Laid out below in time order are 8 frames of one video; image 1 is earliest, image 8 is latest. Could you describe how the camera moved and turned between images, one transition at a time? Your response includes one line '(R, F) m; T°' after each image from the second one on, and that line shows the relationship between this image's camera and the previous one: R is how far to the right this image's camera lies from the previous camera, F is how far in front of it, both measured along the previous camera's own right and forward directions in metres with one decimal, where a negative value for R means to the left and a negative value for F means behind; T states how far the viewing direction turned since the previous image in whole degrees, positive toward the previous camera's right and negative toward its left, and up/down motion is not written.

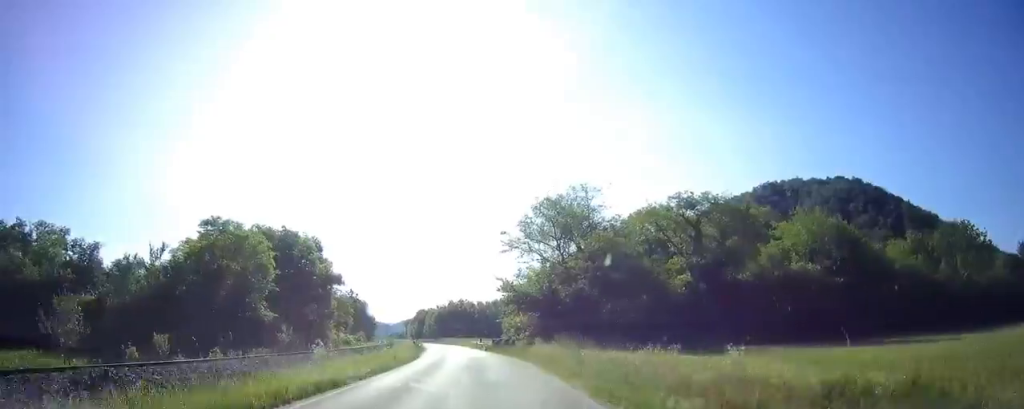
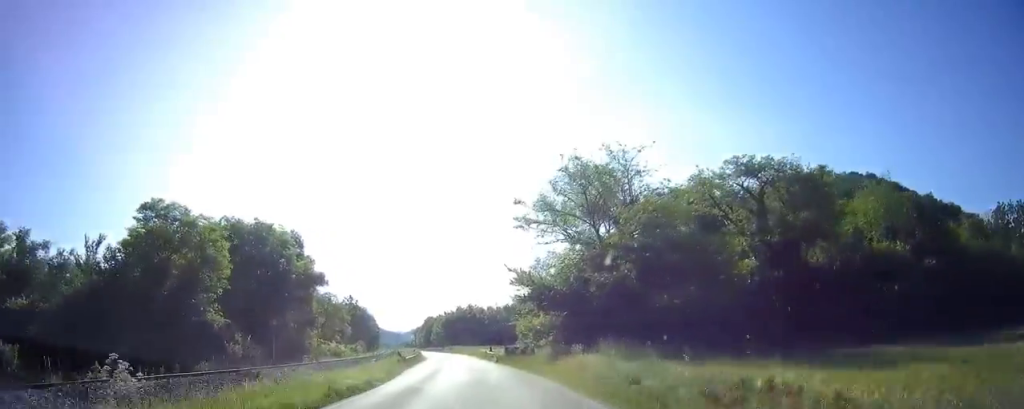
(-0.1, +10.7) m; -2°
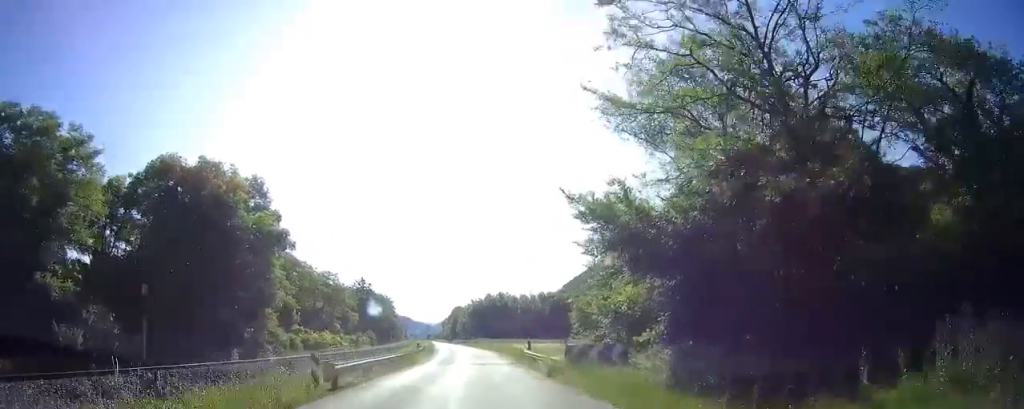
(-0.5, +18.6) m; -2°
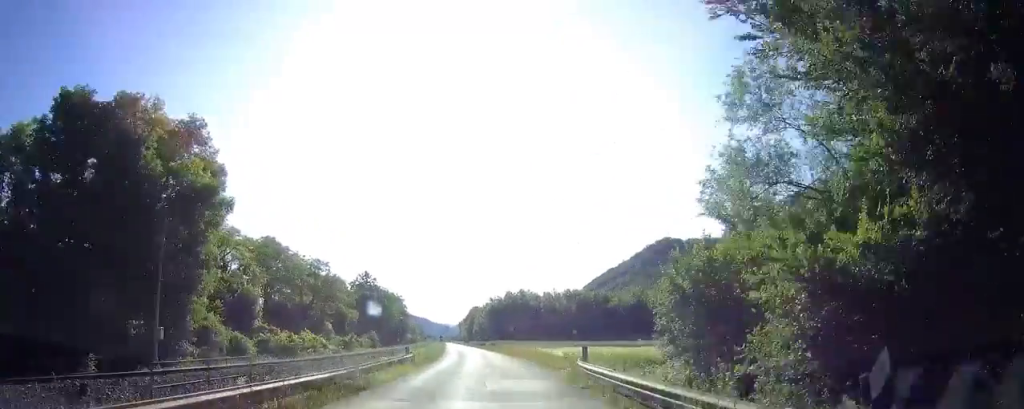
(0.0, +13.3) m; -1°
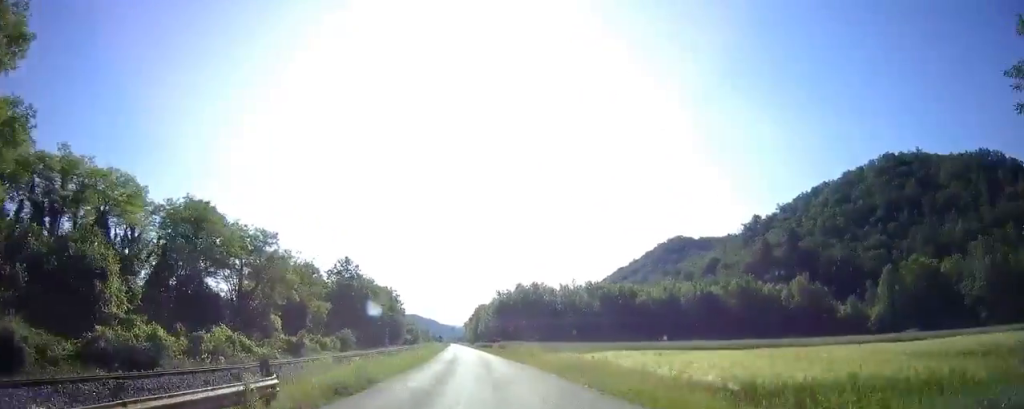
(-0.3, +18.9) m; -1°
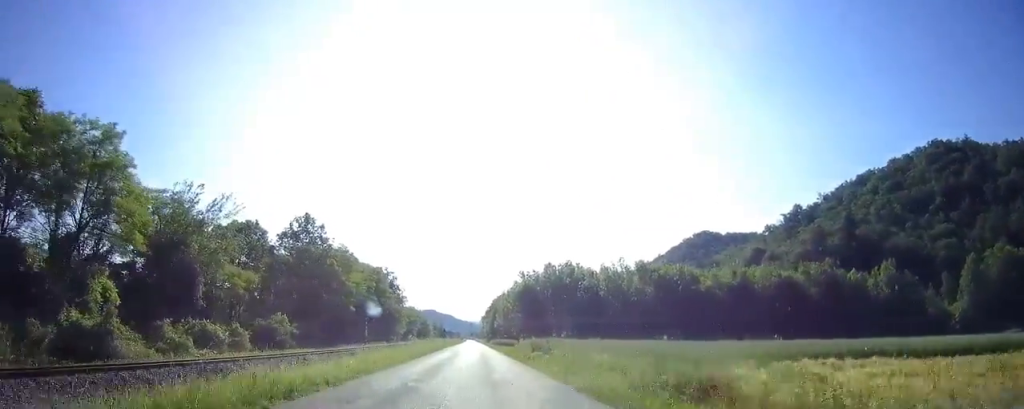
(-0.2, +26.5) m; 0°
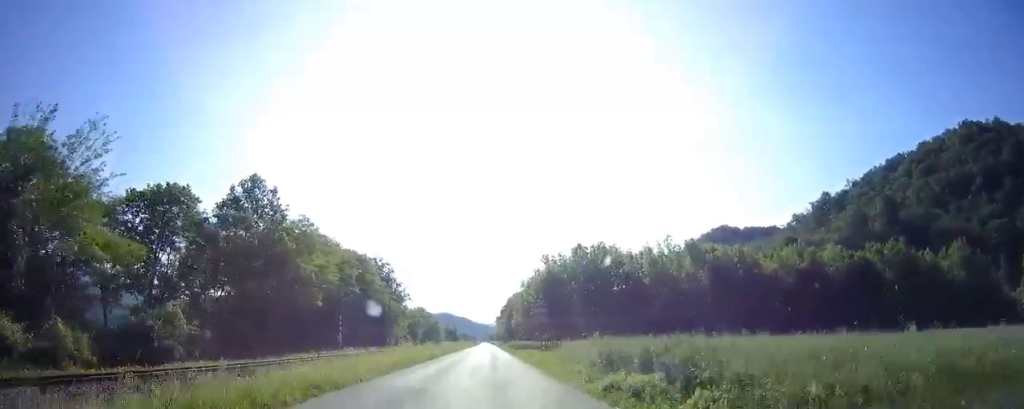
(0.0, +16.8) m; 0°
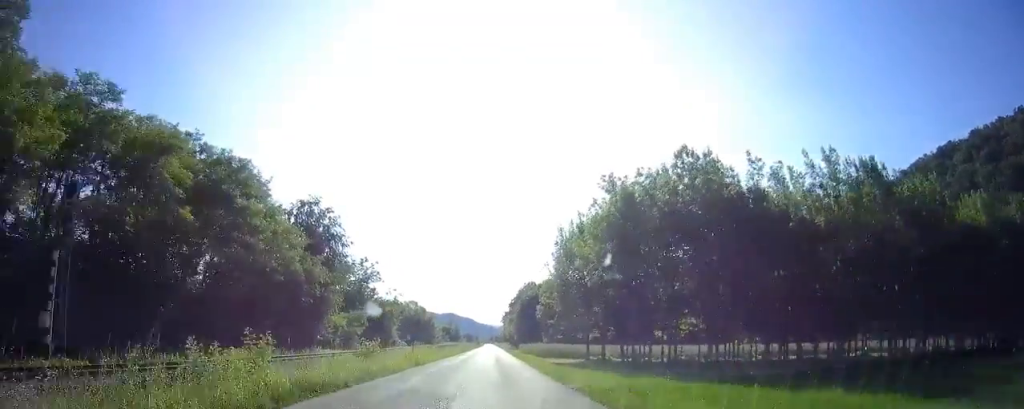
(0.0, +34.5) m; -1°
